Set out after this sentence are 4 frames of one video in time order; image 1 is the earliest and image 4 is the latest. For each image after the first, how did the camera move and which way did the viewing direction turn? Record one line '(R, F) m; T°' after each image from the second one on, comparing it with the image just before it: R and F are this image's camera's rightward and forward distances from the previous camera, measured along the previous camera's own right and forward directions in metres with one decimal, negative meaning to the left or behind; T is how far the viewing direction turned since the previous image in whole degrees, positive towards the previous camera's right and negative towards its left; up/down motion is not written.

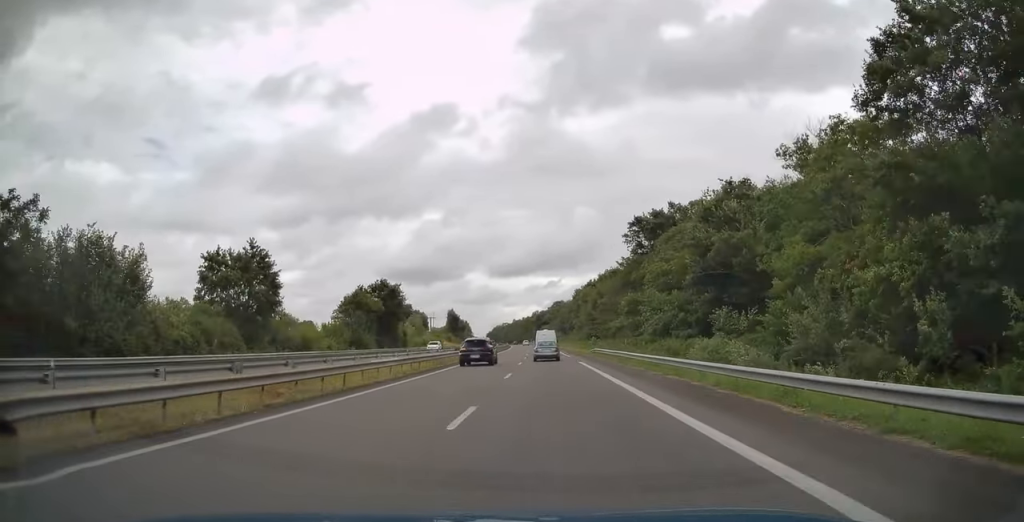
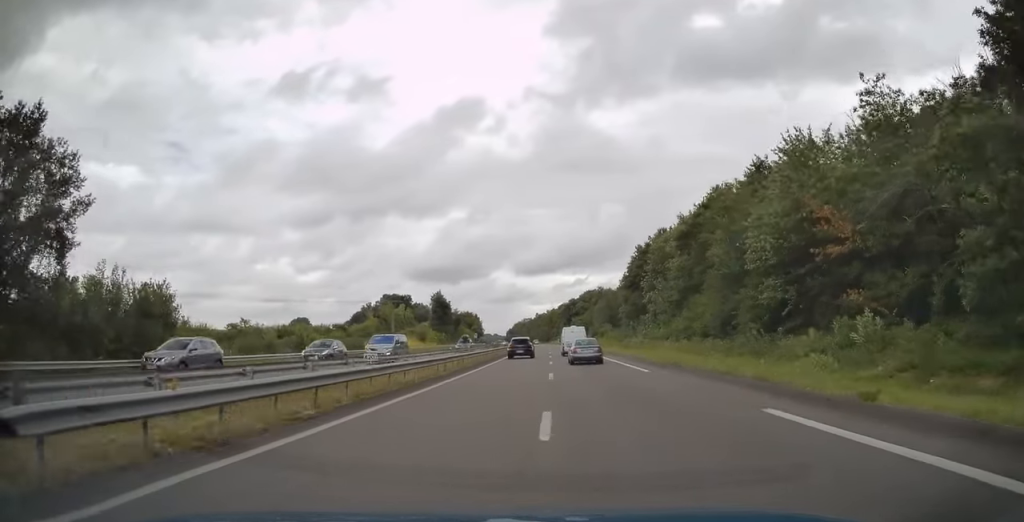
(-1.7, +79.0) m; -2°
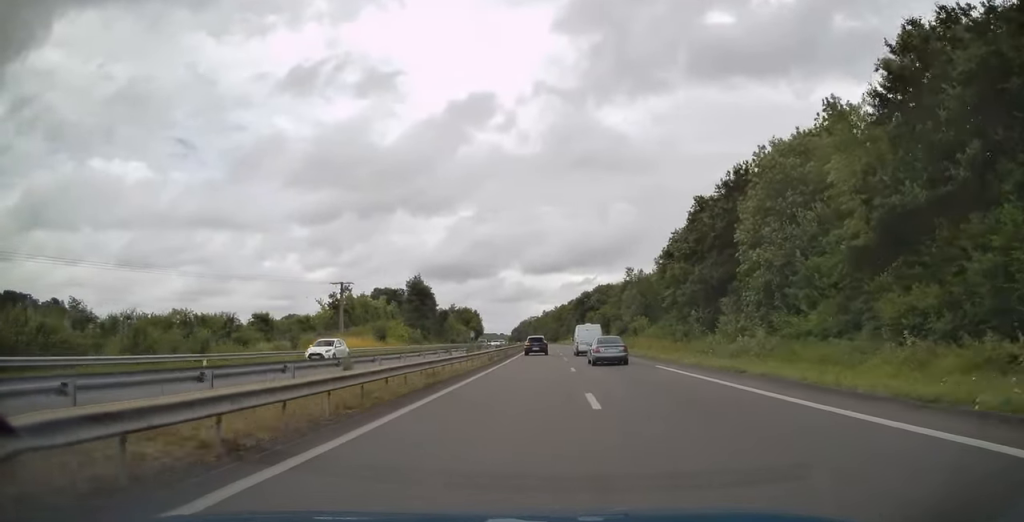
(-0.2, +35.7) m; -1°
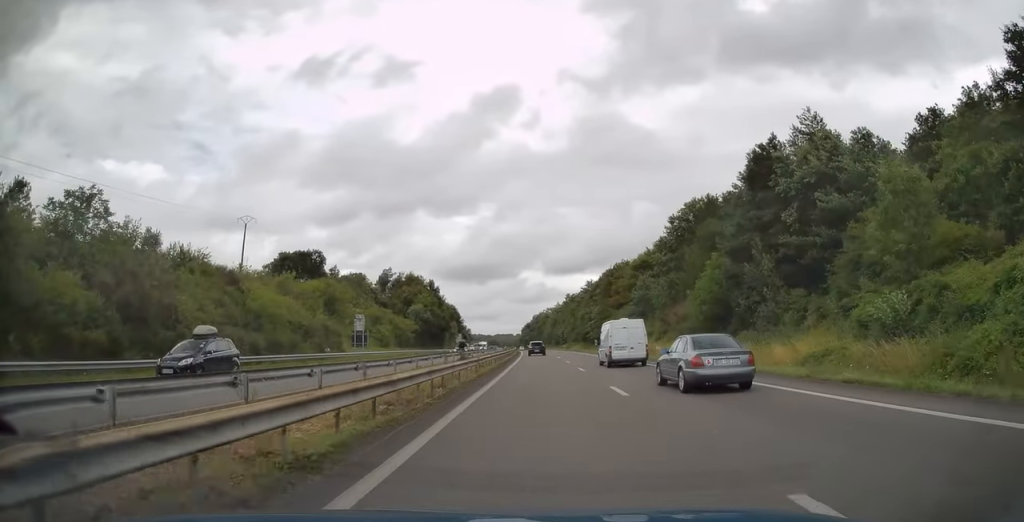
(-2.0, +140.8) m; -2°
